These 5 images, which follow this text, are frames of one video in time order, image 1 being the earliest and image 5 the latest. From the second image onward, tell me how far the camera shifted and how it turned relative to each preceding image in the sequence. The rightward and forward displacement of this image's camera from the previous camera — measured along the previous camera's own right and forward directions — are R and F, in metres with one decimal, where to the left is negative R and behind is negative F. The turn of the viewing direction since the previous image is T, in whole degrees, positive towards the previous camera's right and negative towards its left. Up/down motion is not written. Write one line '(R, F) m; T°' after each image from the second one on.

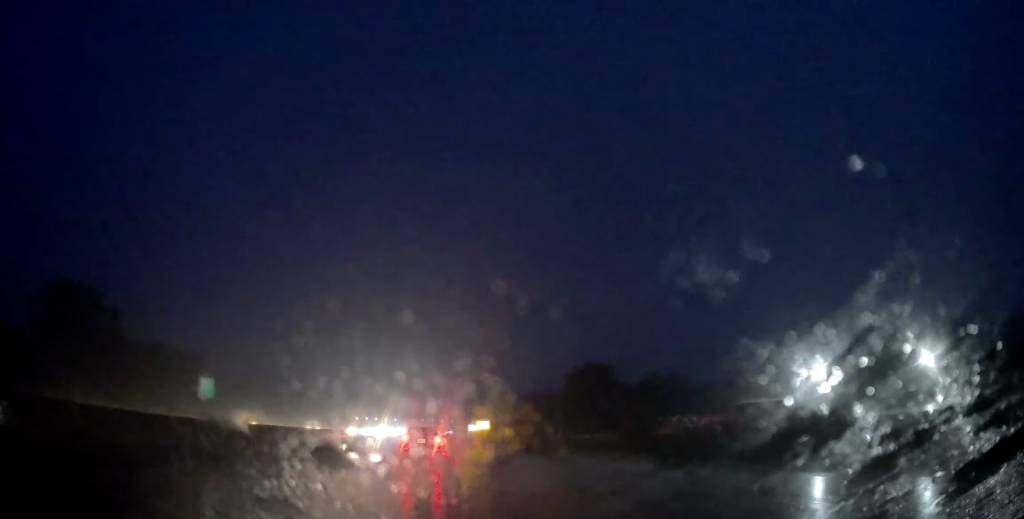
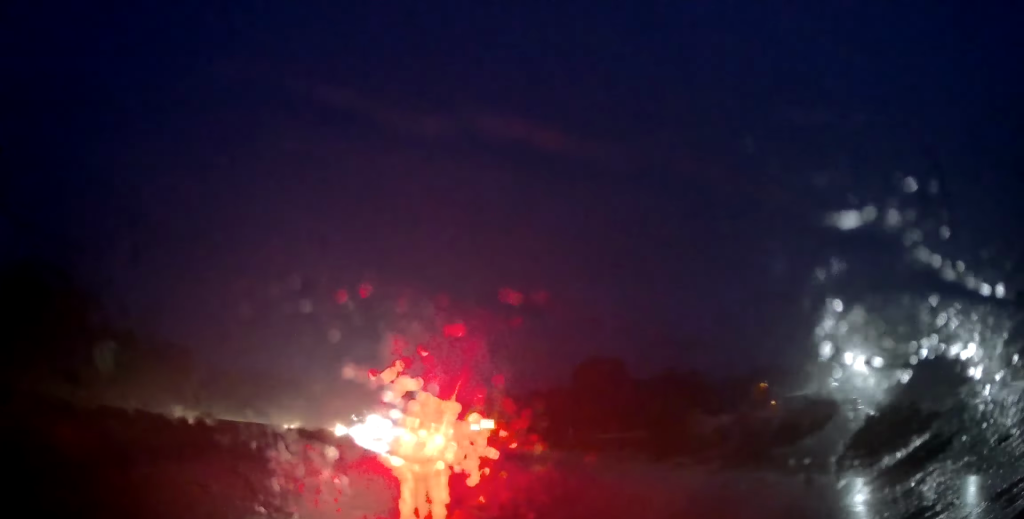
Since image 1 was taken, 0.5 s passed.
(+0.3, +8.7) m; 0°
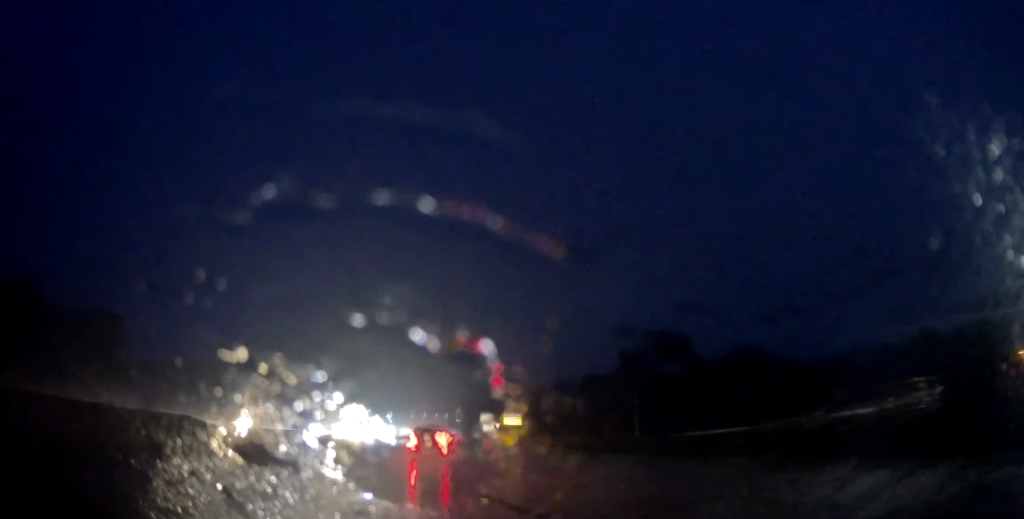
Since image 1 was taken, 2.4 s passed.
(+0.2, +35.4) m; +1°
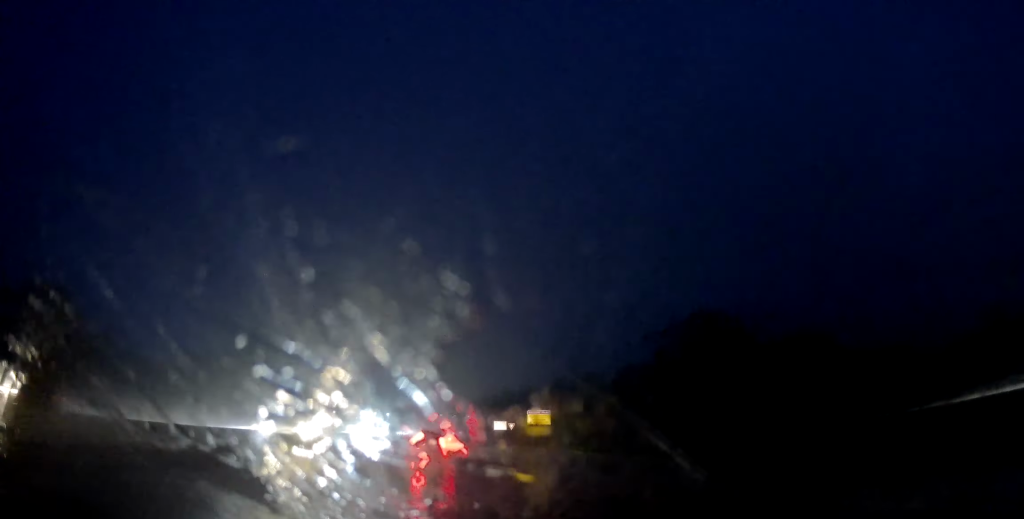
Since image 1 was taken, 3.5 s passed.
(+0.1, +19.9) m; -1°
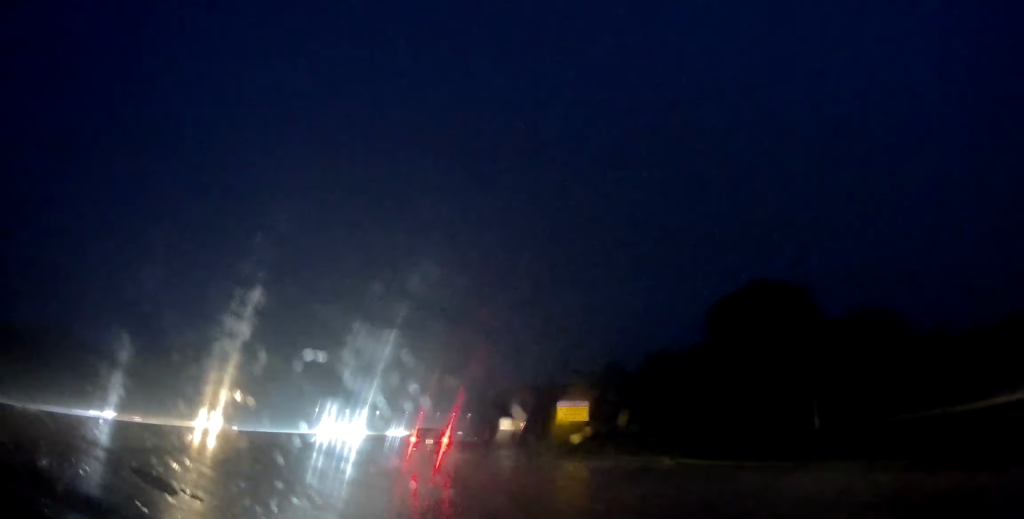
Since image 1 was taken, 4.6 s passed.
(-0.4, +19.1) m; -1°
